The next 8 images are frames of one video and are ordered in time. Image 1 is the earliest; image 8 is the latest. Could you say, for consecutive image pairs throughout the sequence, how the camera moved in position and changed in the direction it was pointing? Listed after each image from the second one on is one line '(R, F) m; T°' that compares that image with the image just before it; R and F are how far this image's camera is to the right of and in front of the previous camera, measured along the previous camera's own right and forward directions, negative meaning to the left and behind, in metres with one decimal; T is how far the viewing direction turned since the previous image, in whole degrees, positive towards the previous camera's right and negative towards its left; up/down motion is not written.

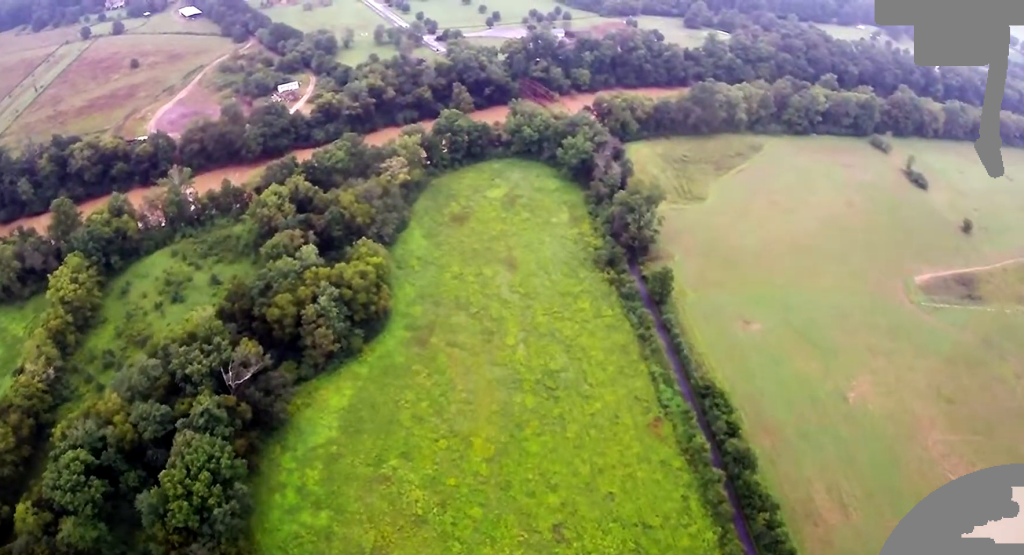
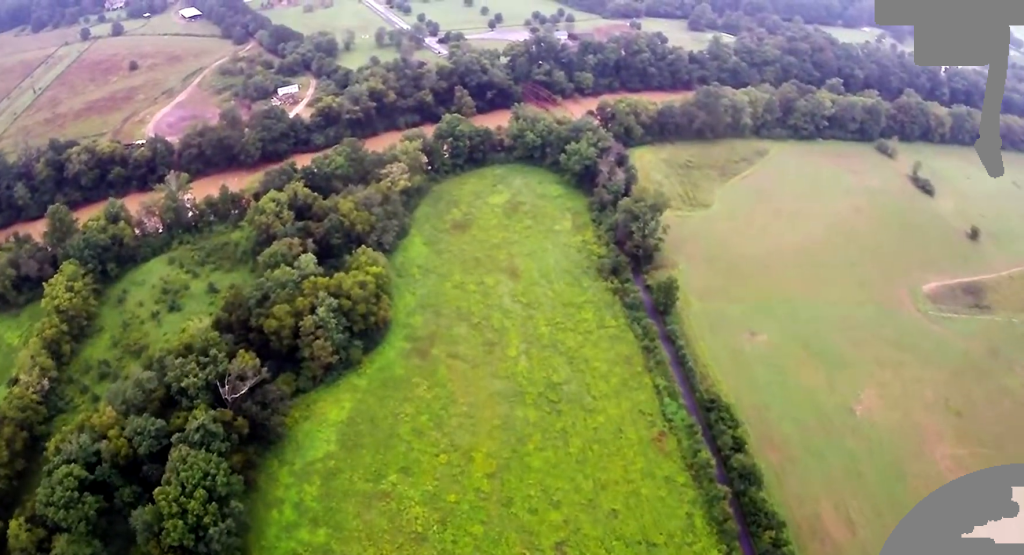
(0.0, +5.9) m; 0°
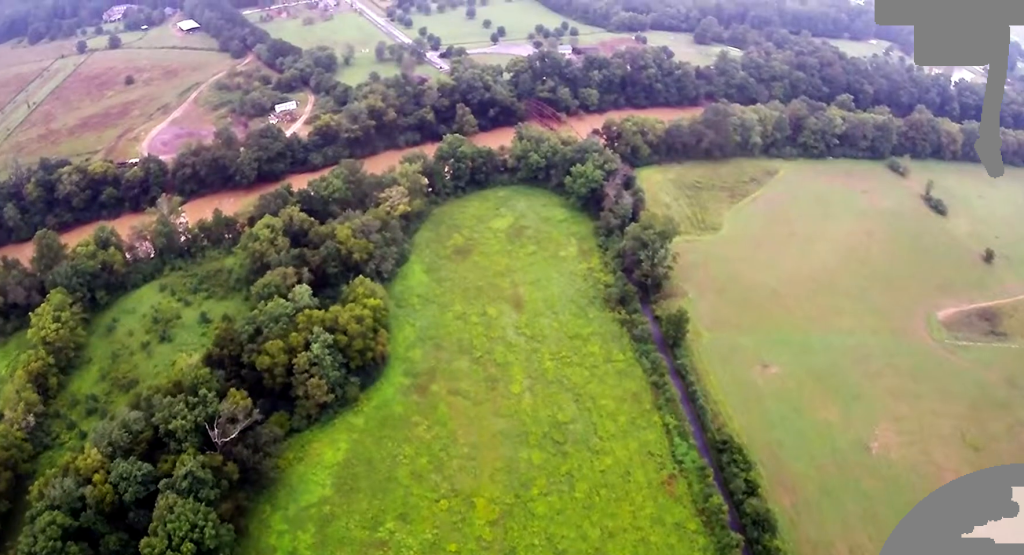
(0.0, +13.3) m; 0°
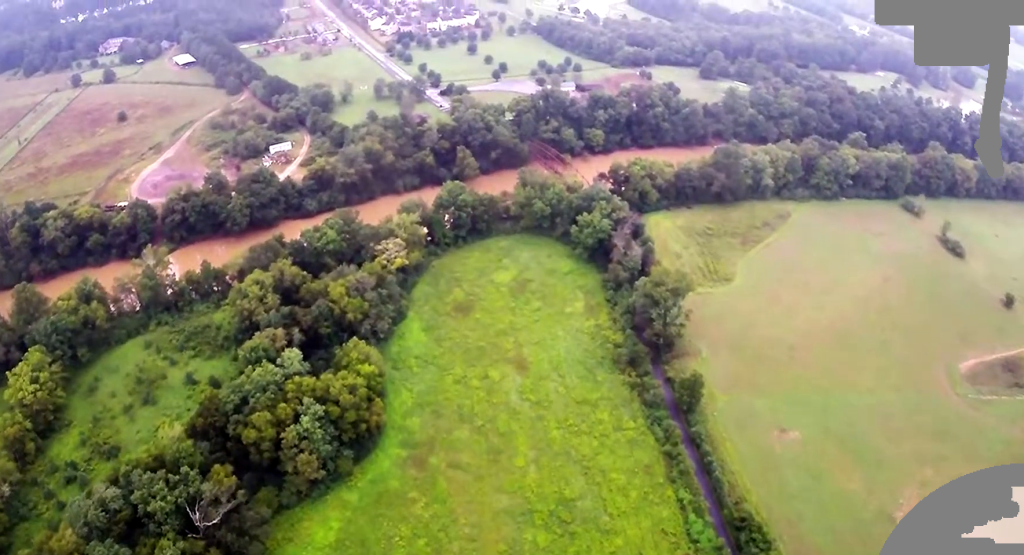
(0.0, +18.8) m; 0°
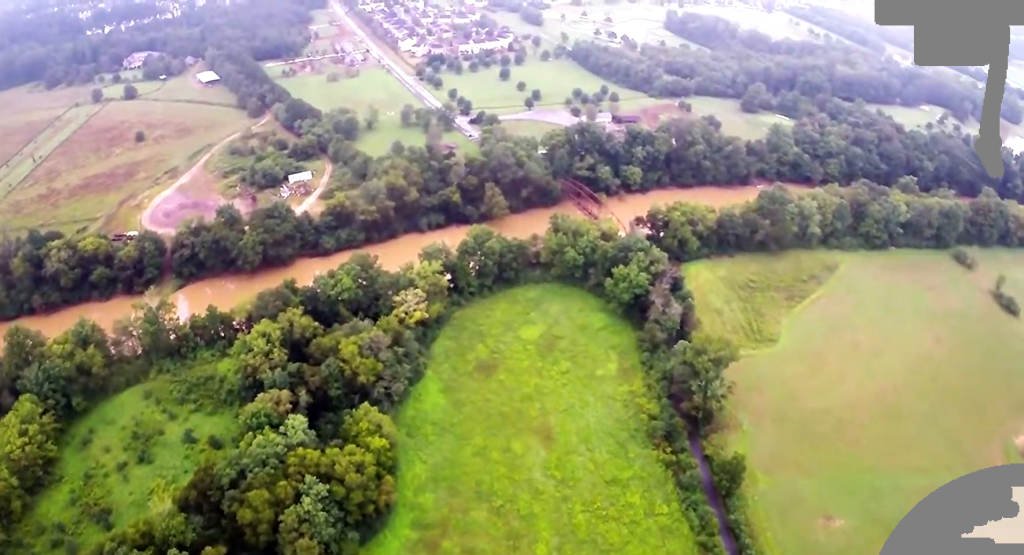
(0.0, +25.9) m; 0°
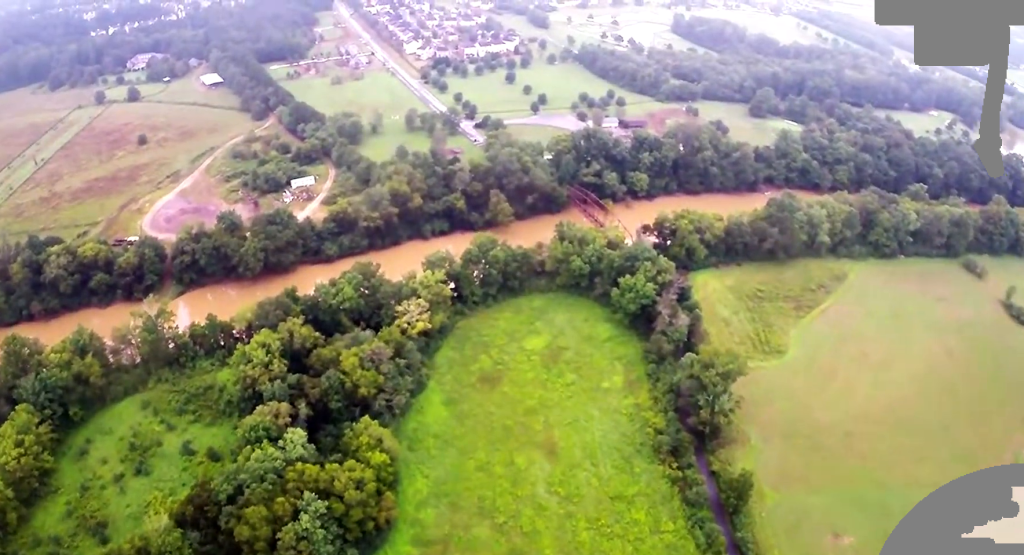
(0.0, +5.5) m; 0°
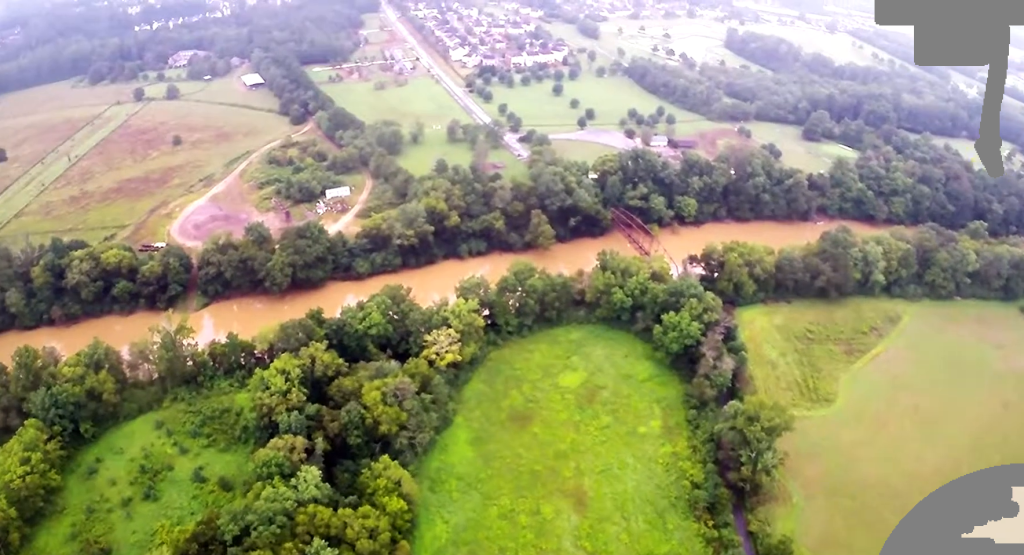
(-0.4, +16.8) m; -4°
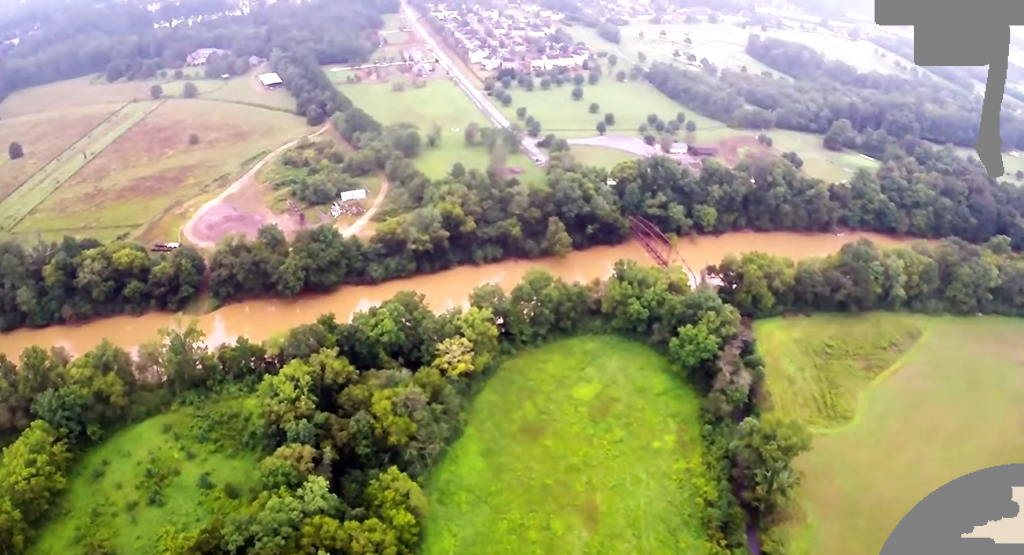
(0.0, +4.7) m; -1°
